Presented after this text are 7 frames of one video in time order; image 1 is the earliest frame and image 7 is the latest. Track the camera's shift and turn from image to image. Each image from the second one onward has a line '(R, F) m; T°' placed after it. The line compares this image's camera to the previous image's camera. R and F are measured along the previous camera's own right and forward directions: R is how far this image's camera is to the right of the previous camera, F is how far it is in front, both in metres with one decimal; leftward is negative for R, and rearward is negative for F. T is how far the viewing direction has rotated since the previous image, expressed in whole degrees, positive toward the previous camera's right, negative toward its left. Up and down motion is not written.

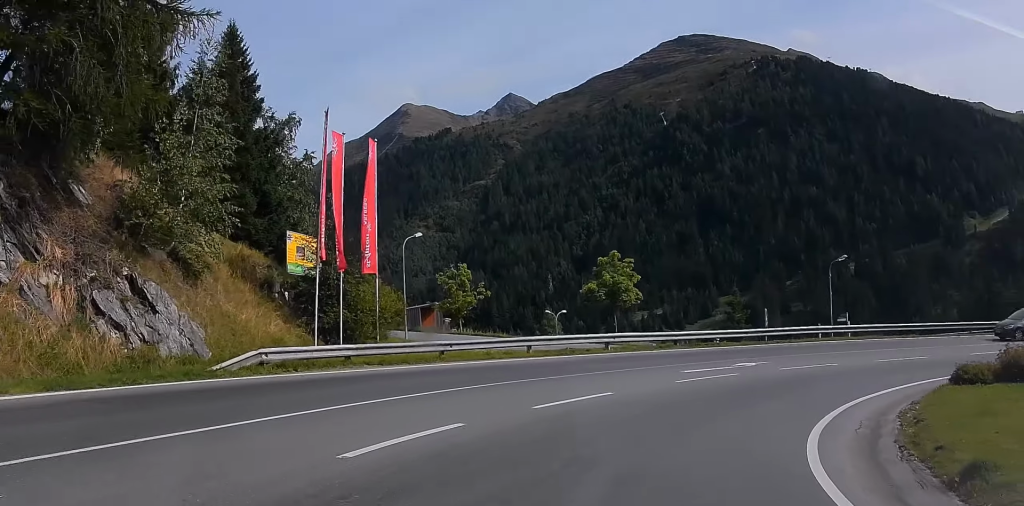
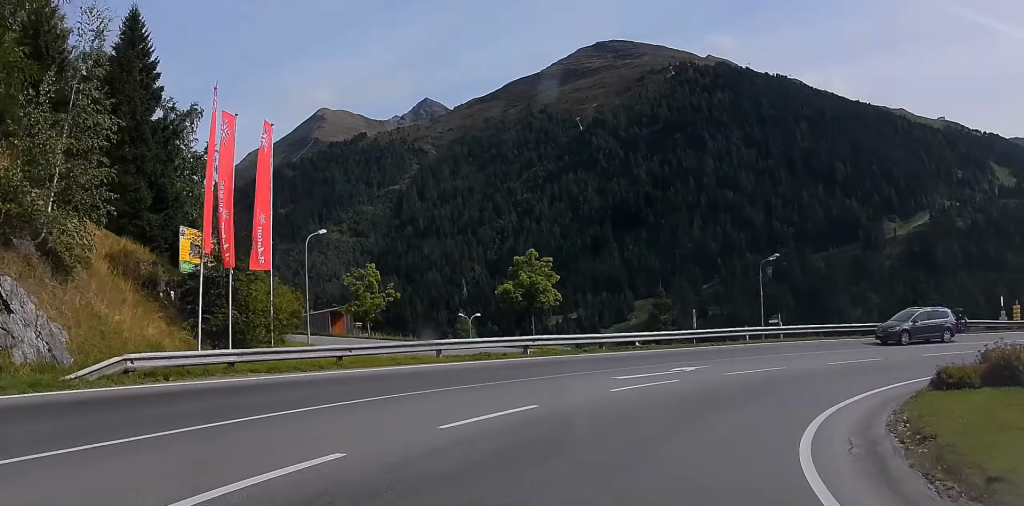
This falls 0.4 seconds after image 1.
(+0.4, +3.2) m; +8°
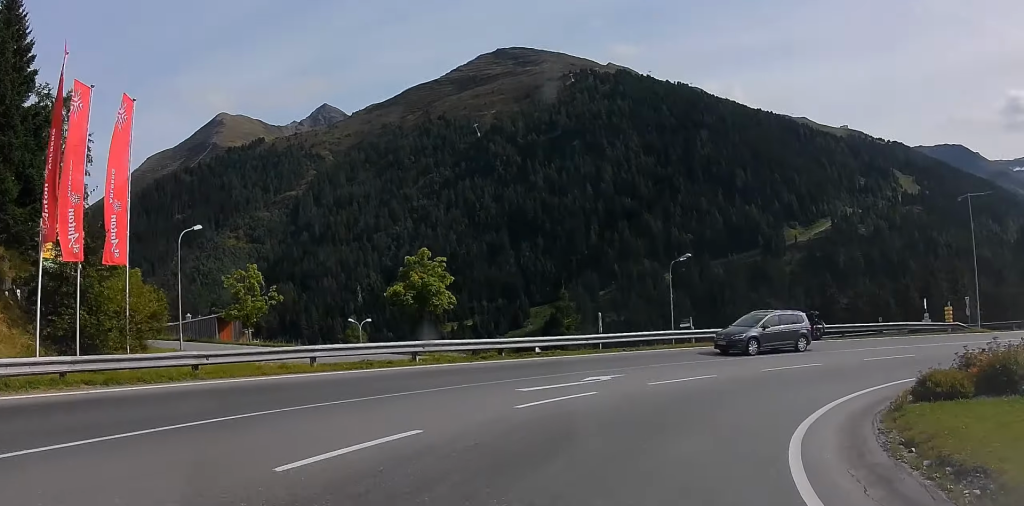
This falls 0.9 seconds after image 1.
(+0.3, +3.6) m; +11°
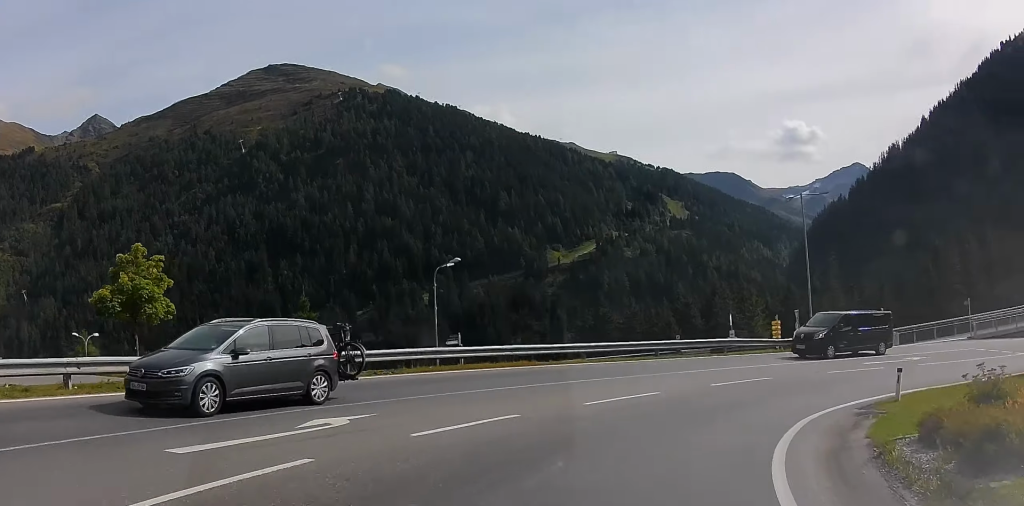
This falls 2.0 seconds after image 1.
(+1.5, +7.5) m; +26°
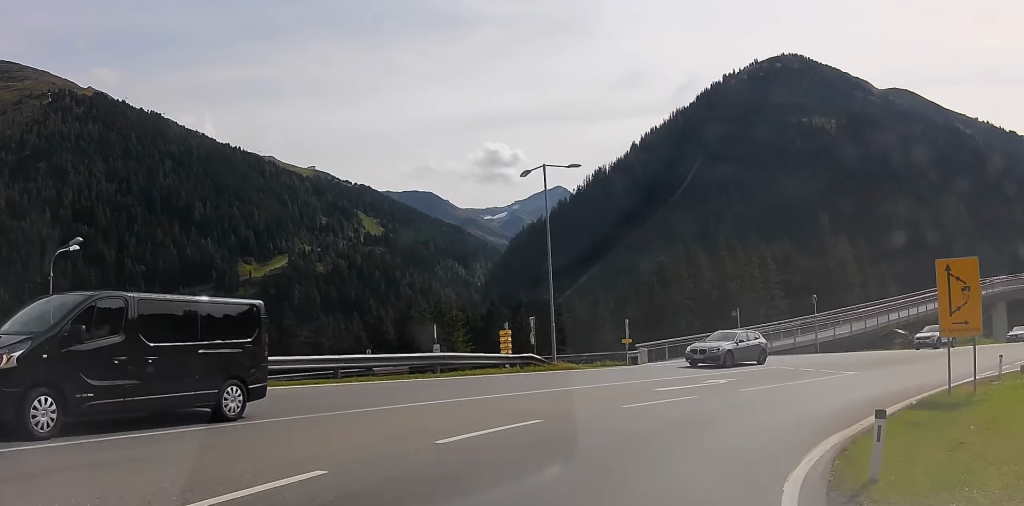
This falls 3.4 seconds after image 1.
(+2.3, +9.8) m; +14°
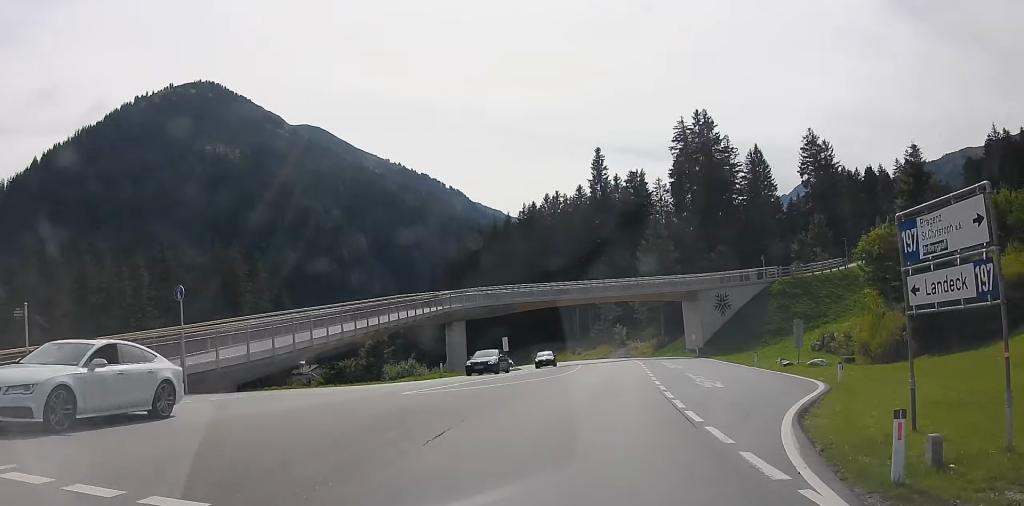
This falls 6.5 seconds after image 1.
(+11.5, +16.0) m; +55°
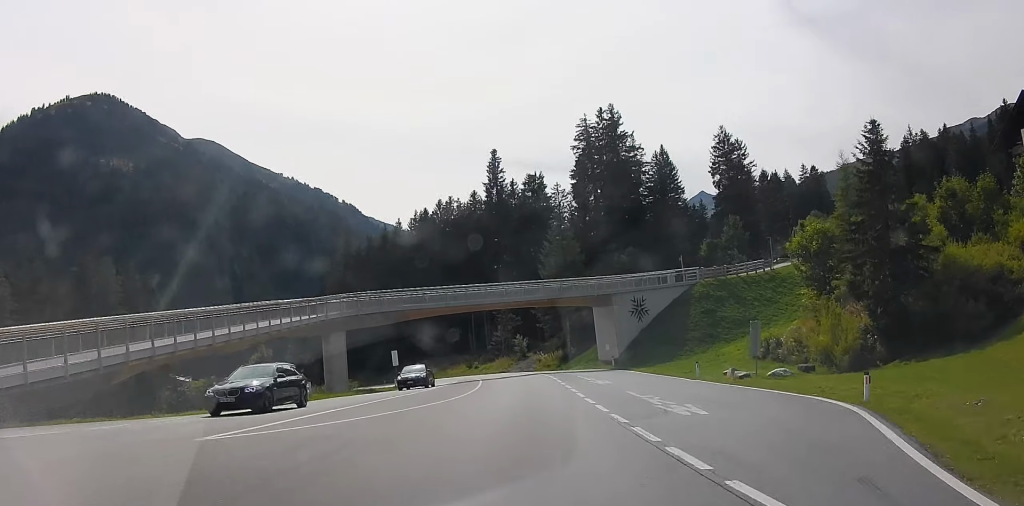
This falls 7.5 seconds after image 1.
(-1.1, +9.0) m; +2°
